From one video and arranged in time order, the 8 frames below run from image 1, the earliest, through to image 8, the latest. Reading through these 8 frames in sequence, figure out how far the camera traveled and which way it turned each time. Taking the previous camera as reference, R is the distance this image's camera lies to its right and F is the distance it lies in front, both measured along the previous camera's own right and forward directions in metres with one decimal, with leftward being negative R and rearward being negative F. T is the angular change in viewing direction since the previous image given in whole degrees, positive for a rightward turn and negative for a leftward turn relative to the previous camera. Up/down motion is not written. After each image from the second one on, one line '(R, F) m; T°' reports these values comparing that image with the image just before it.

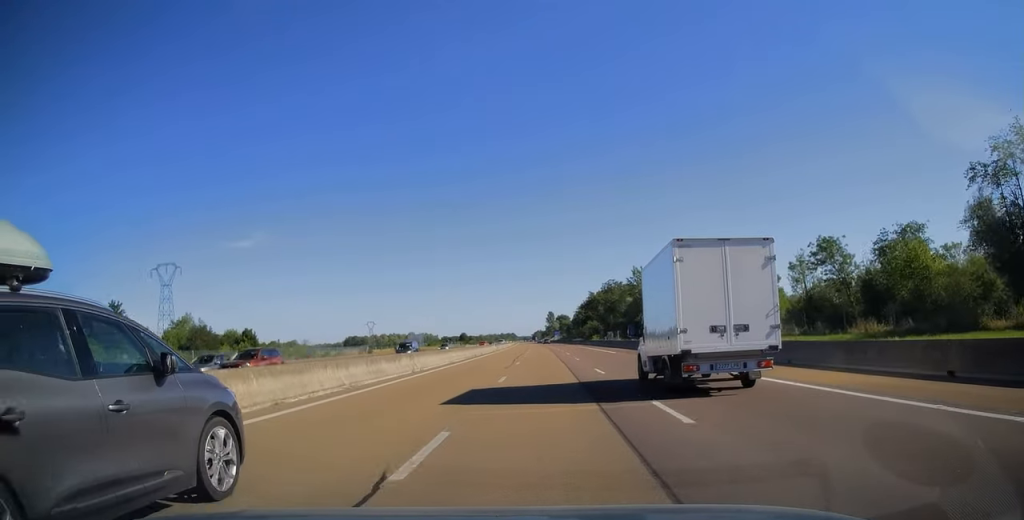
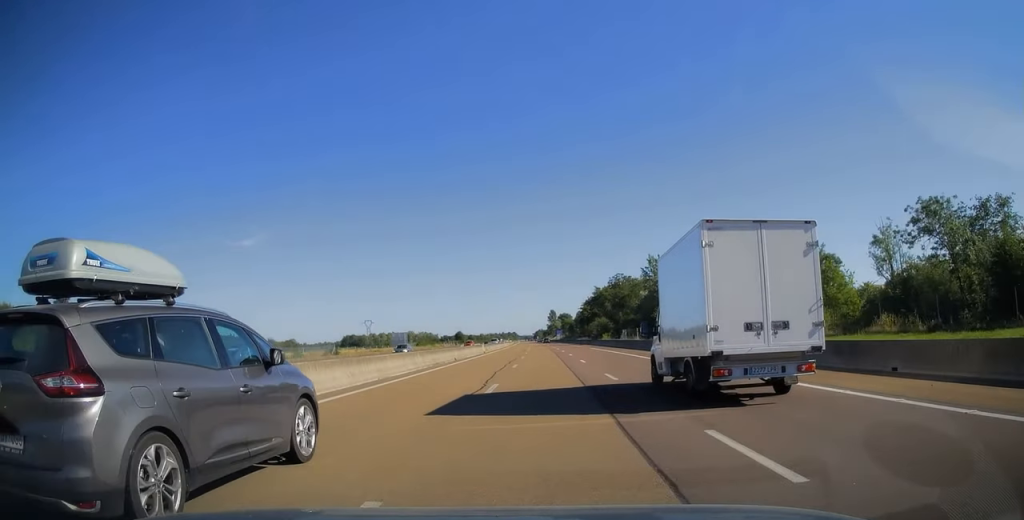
(0.0, +17.0) m; 0°
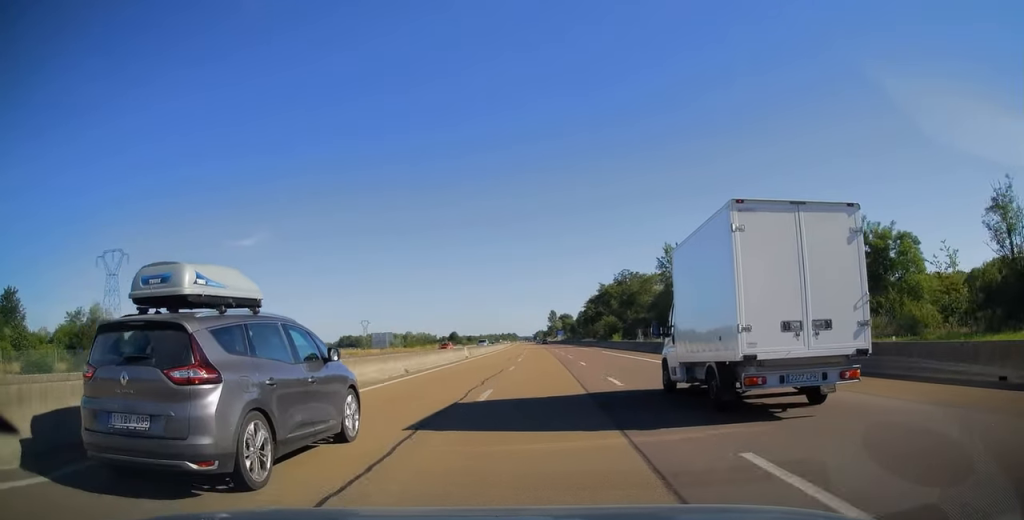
(0.0, +14.7) m; 0°
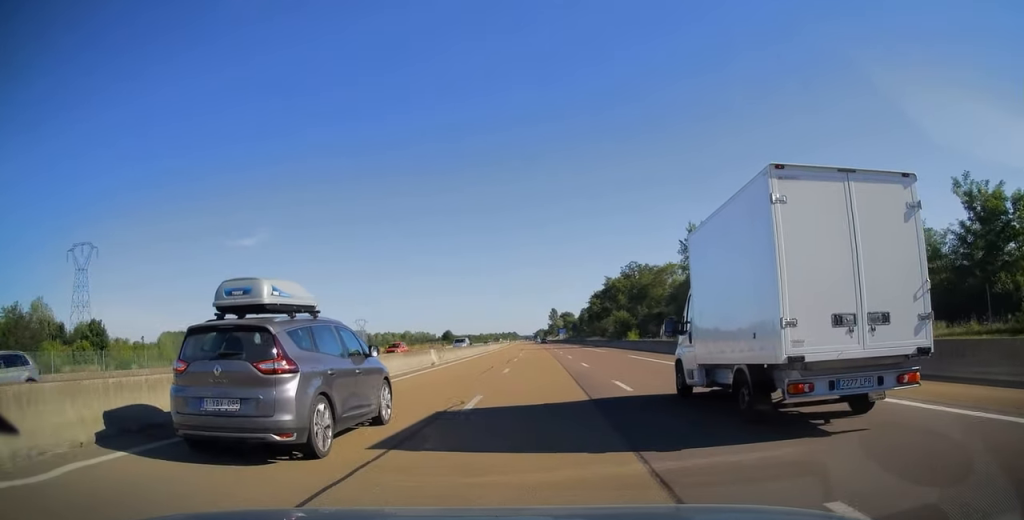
(0.0, +15.2) m; 0°
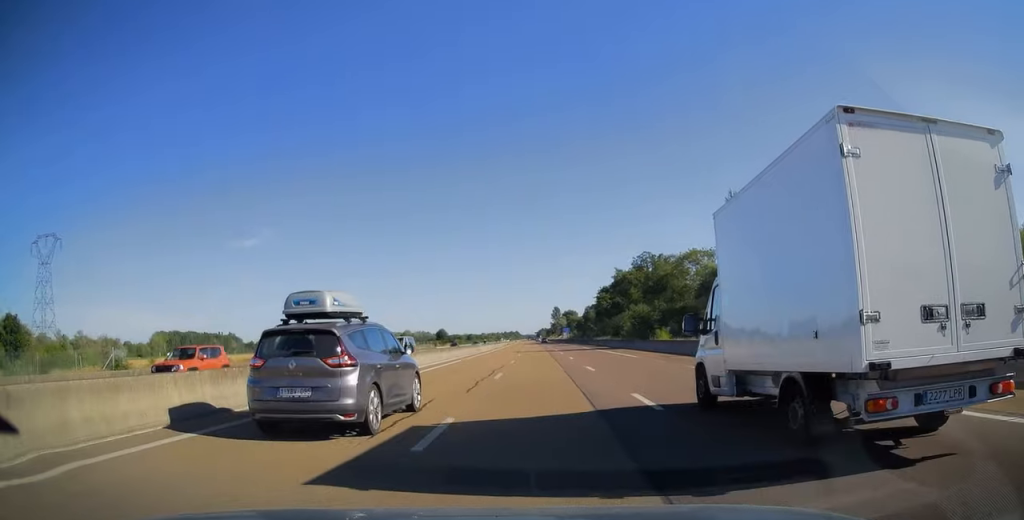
(0.0, +17.0) m; 0°
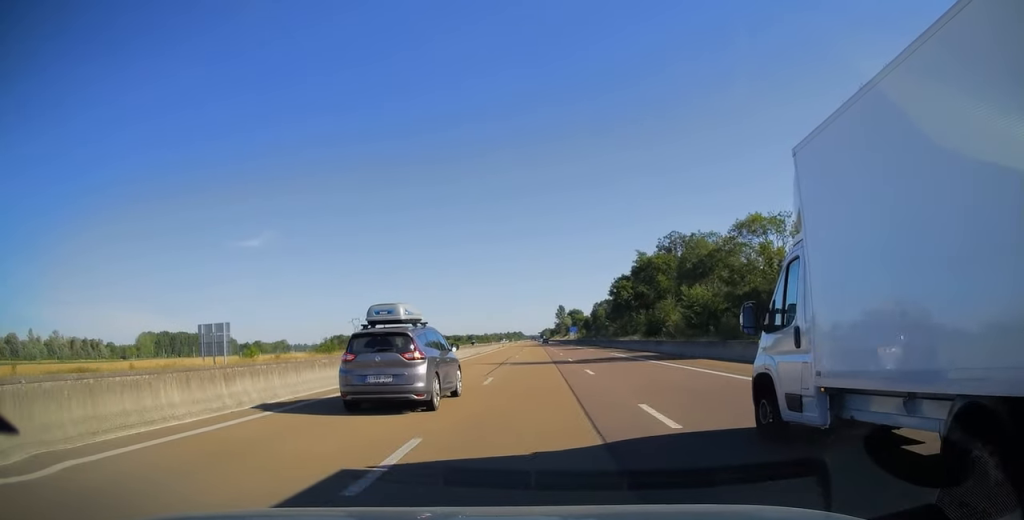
(-0.1, +28.2) m; 0°
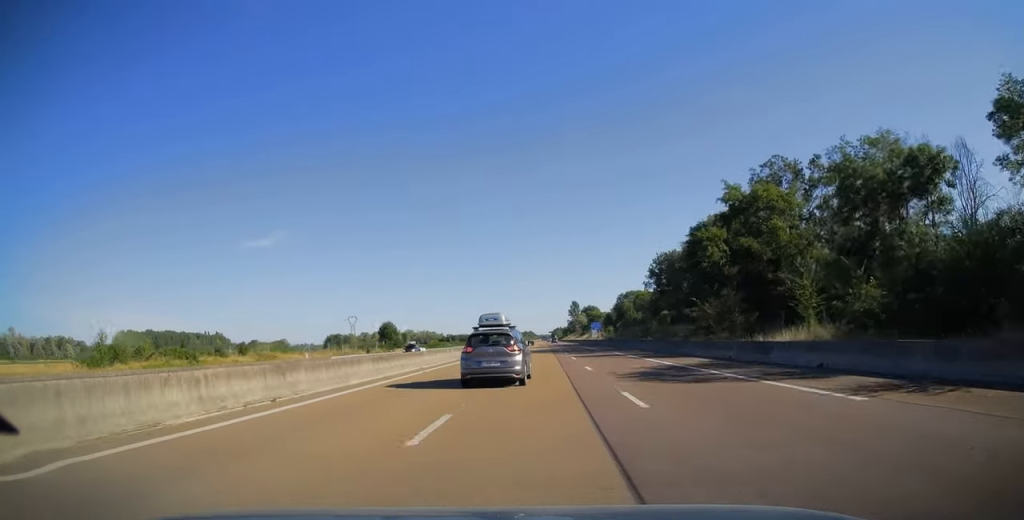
(-0.3, +49.5) m; -1°
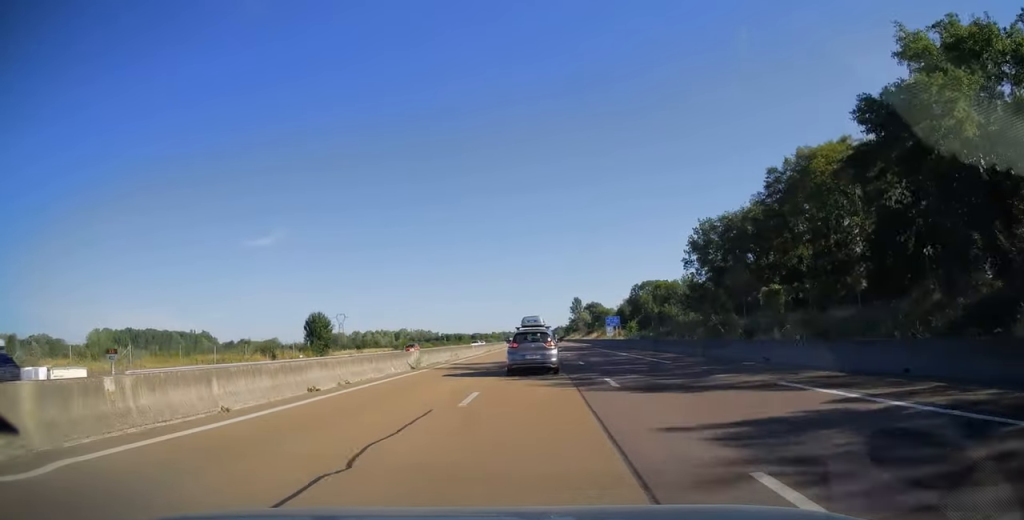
(-0.2, +34.7) m; 0°
